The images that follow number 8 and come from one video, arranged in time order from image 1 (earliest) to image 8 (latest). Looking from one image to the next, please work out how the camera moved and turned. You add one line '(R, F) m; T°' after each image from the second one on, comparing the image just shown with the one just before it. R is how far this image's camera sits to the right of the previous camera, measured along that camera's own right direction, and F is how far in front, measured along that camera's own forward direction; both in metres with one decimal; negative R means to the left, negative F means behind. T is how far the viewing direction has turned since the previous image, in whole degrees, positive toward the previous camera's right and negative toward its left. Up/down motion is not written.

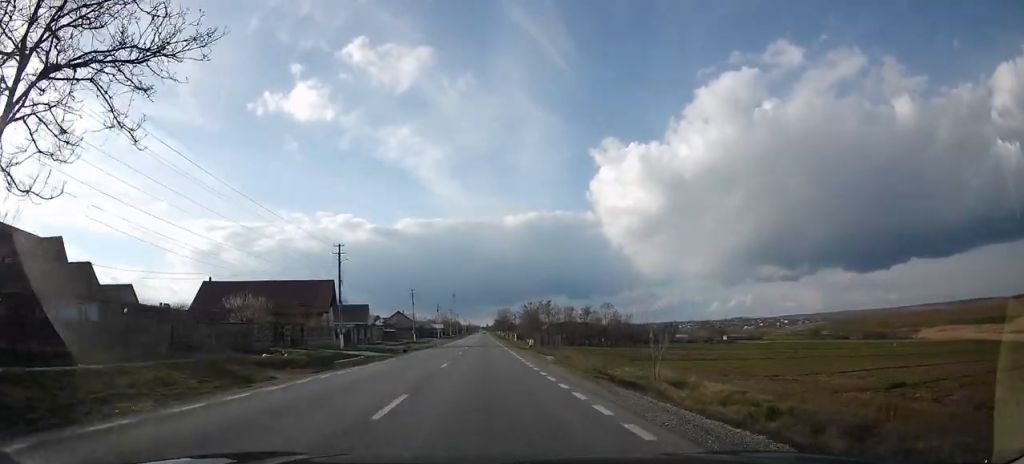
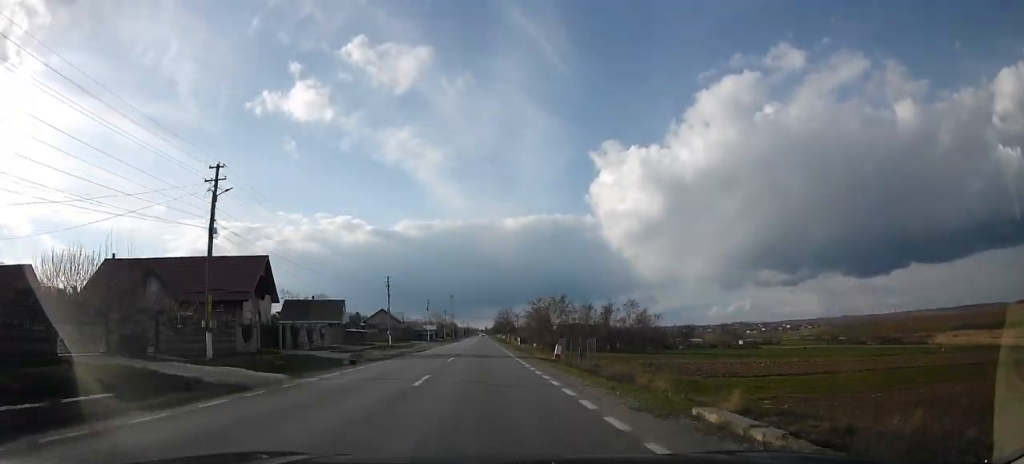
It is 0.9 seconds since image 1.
(-0.4, +19.0) m; -1°
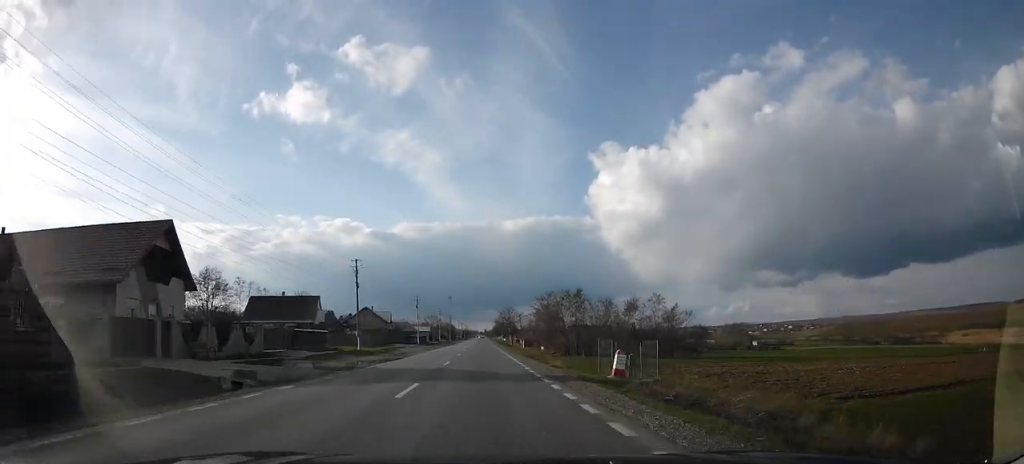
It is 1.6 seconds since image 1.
(-0.1, +14.3) m; 0°
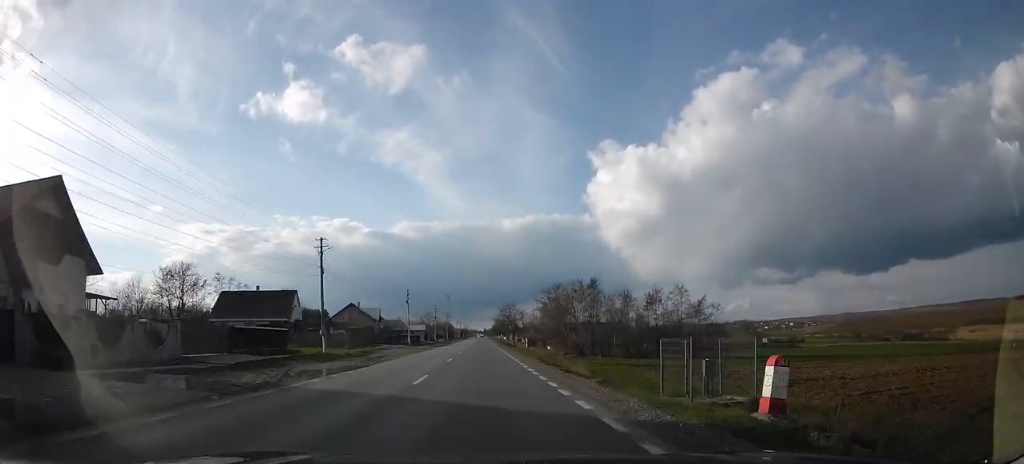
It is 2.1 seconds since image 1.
(0.0, +9.5) m; 0°
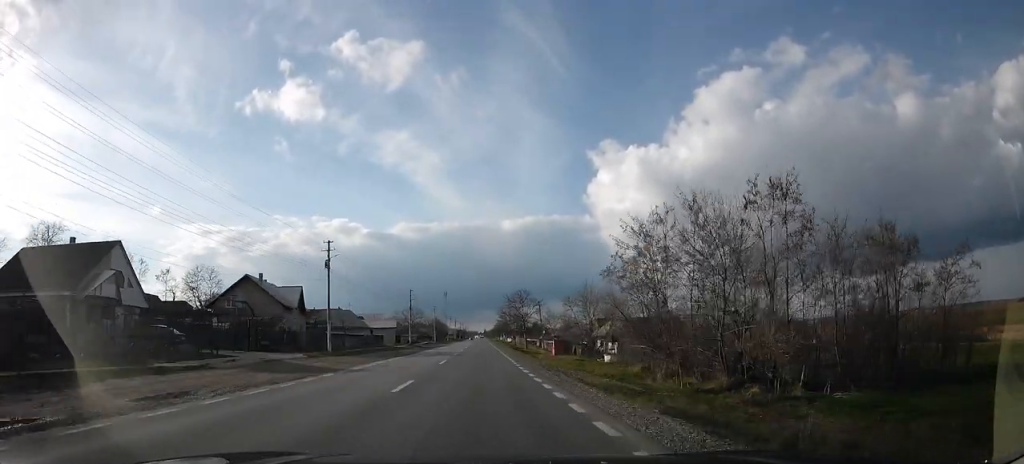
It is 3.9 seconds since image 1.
(+0.3, +38.3) m; 0°
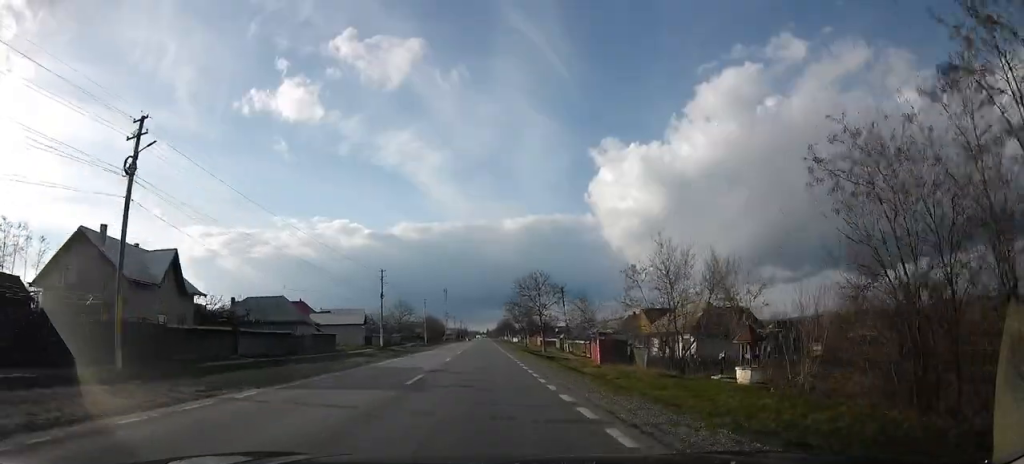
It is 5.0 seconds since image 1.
(-0.1, +22.5) m; 0°
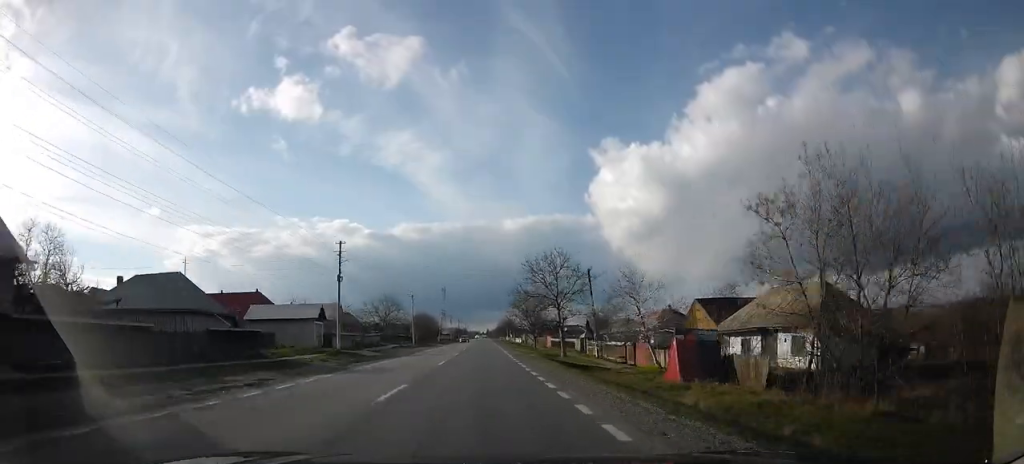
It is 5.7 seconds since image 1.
(0.0, +15.7) m; 0°
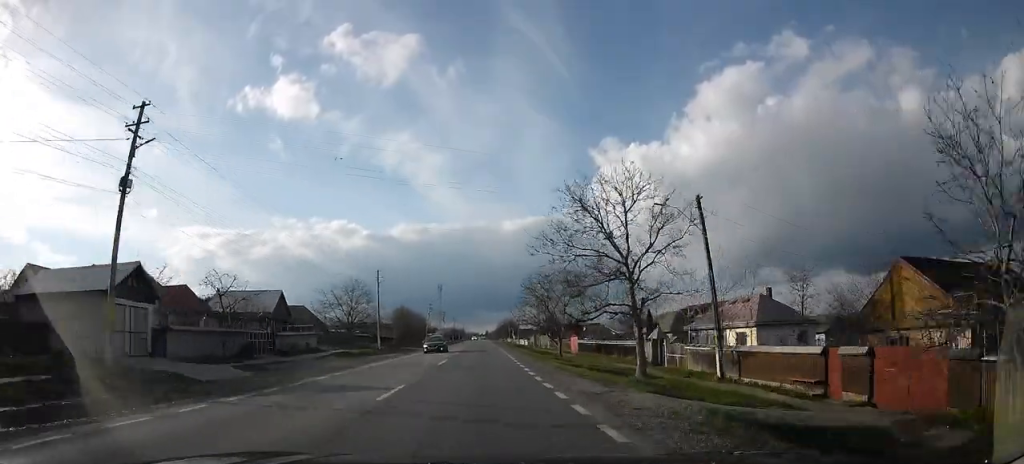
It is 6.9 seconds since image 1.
(+0.1, +24.7) m; +2°
